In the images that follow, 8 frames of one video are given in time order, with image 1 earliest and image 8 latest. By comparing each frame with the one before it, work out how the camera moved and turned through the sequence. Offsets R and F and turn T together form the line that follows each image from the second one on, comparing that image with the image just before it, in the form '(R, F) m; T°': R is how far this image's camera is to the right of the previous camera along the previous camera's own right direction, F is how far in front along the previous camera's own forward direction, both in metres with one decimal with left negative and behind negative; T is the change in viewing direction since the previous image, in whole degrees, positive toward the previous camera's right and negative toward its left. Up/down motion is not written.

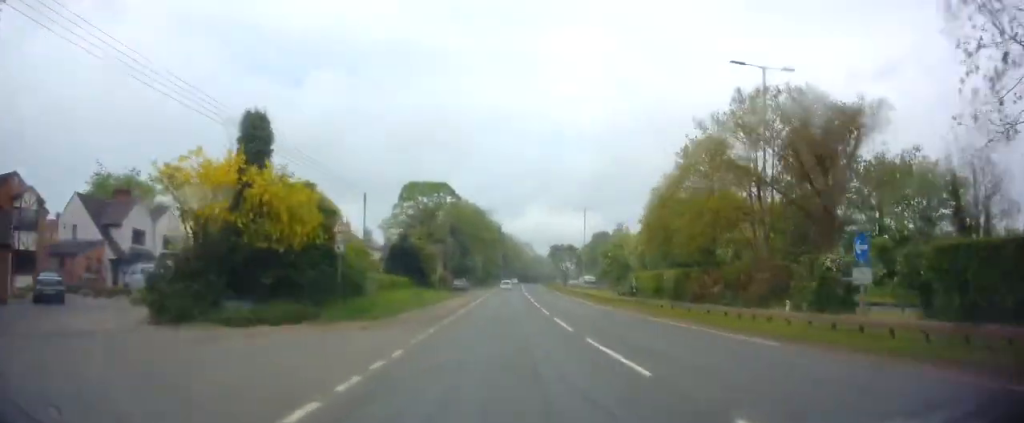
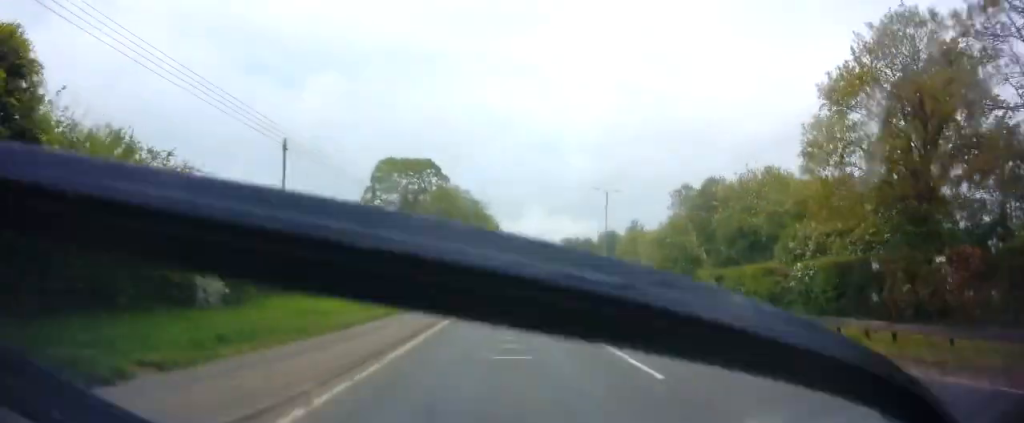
(+0.8, +18.1) m; +1°
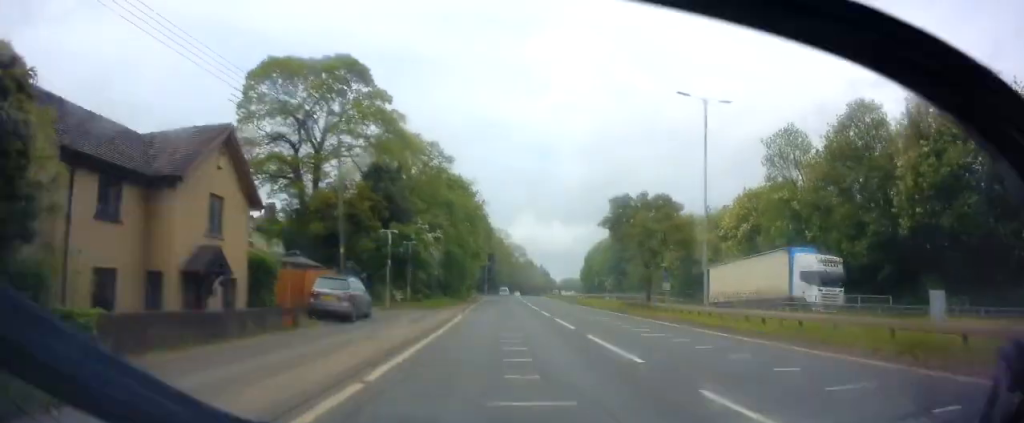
(-1.0, +33.9) m; -1°
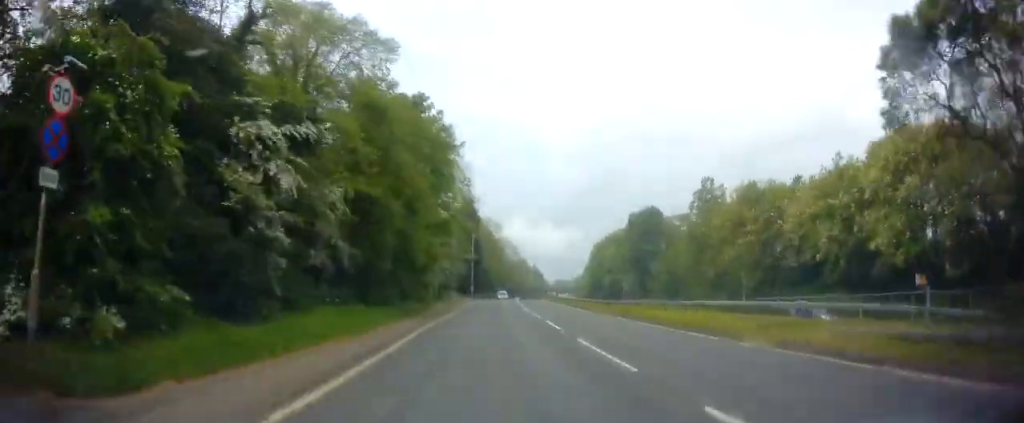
(+0.3, +27.2) m; +1°
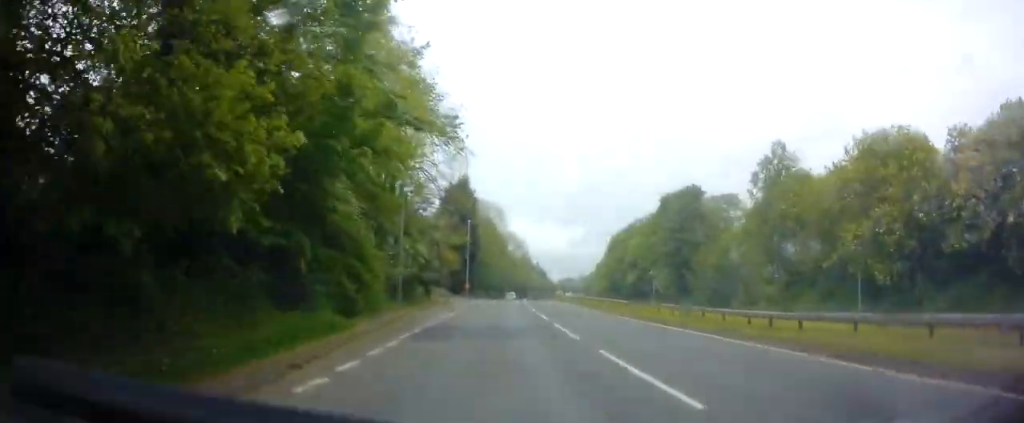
(+0.3, +20.6) m; +1°
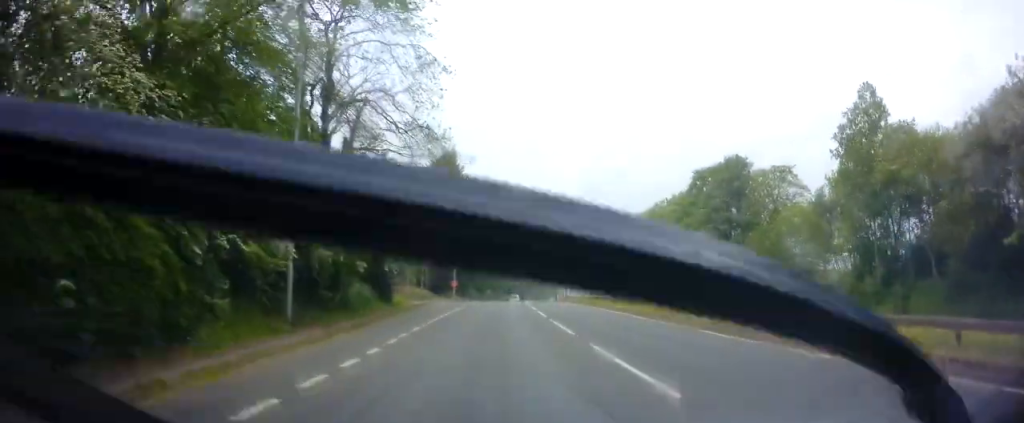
(0.0, +17.5) m; -1°
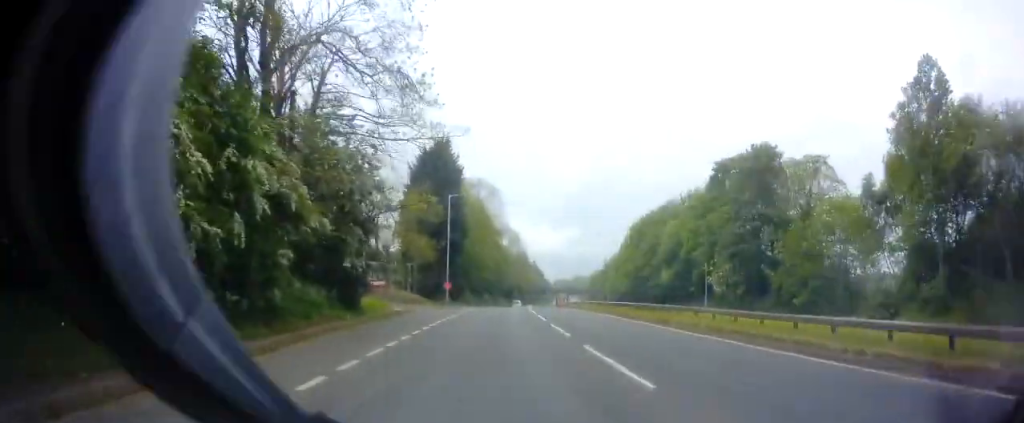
(-0.1, +8.1) m; -1°
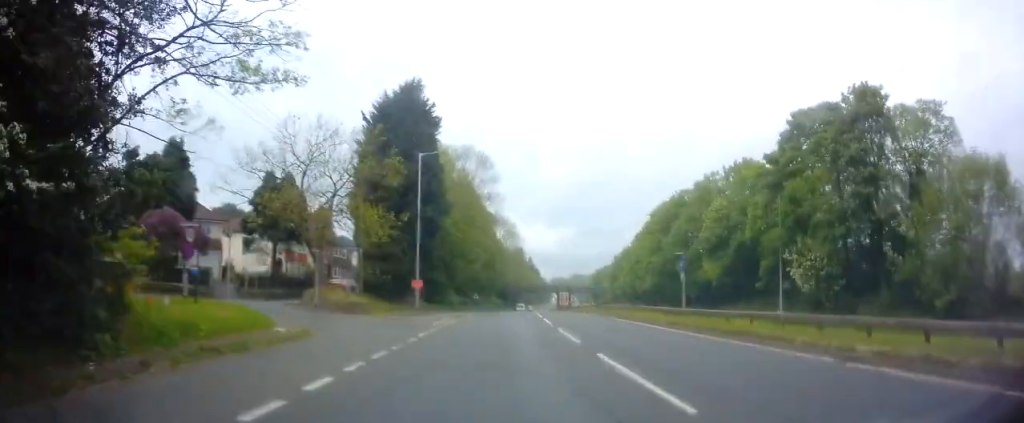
(-0.1, +19.5) m; 0°
